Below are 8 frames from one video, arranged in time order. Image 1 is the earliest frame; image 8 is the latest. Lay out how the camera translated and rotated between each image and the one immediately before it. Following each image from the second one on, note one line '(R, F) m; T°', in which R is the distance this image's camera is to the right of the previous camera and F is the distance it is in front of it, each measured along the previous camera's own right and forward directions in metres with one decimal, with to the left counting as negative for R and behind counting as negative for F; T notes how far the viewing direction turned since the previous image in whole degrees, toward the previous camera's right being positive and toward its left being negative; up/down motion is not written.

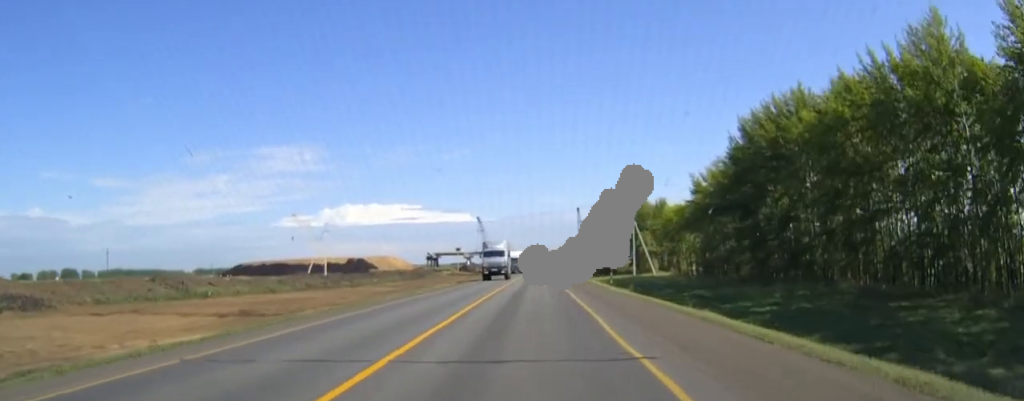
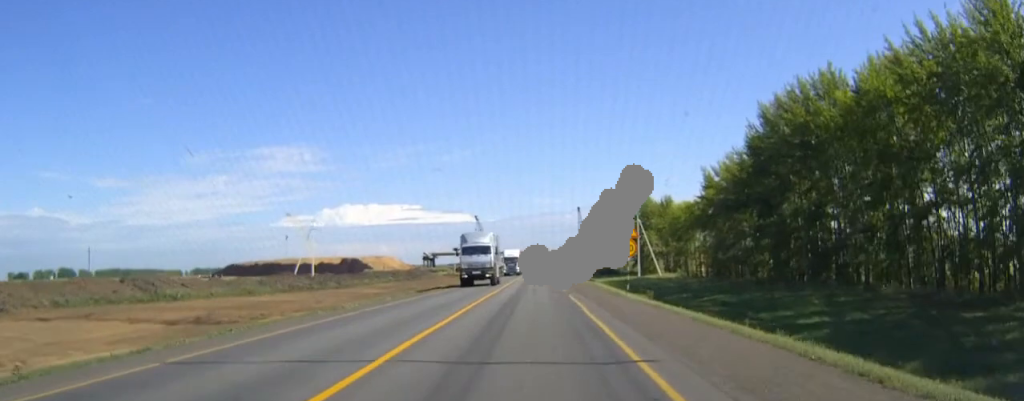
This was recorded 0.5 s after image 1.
(0.0, +9.2) m; 0°
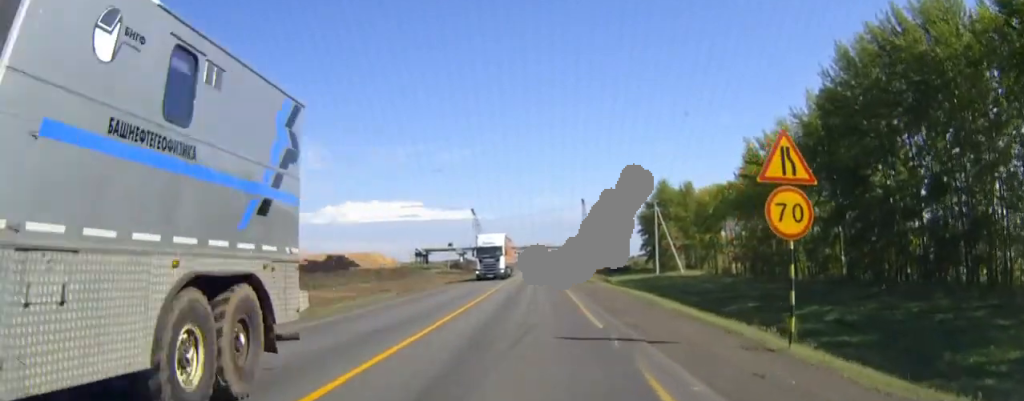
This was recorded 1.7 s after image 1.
(0.0, +23.8) m; 0°
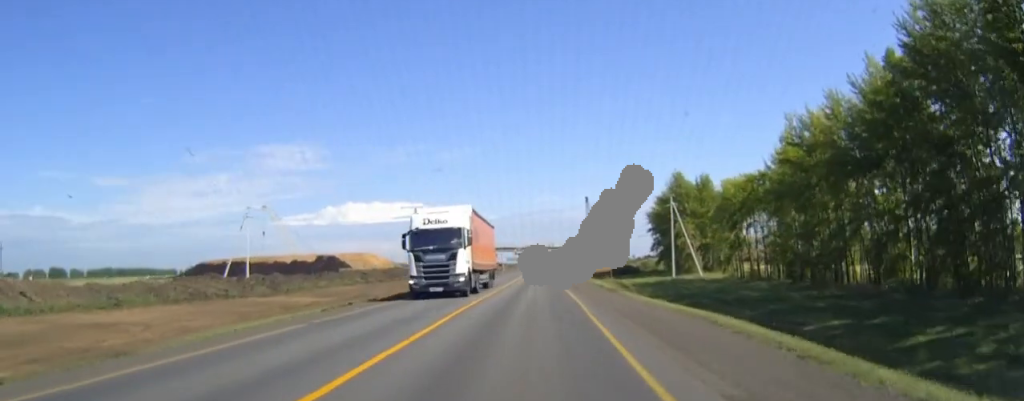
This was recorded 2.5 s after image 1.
(0.0, +15.3) m; 0°
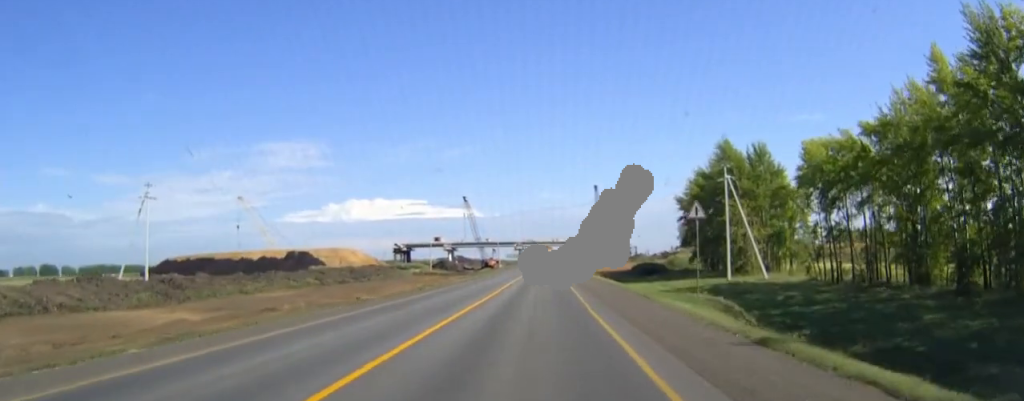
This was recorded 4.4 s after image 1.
(0.0, +35.8) m; 0°
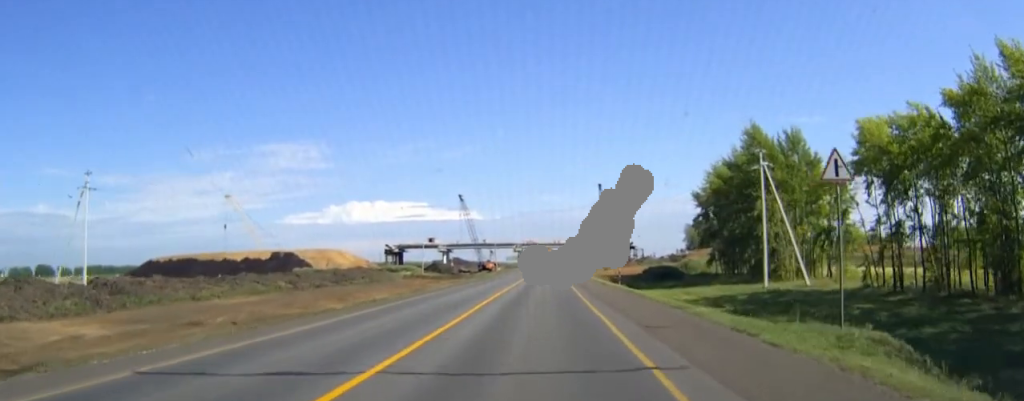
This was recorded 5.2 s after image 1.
(-0.1, +14.8) m; 0°
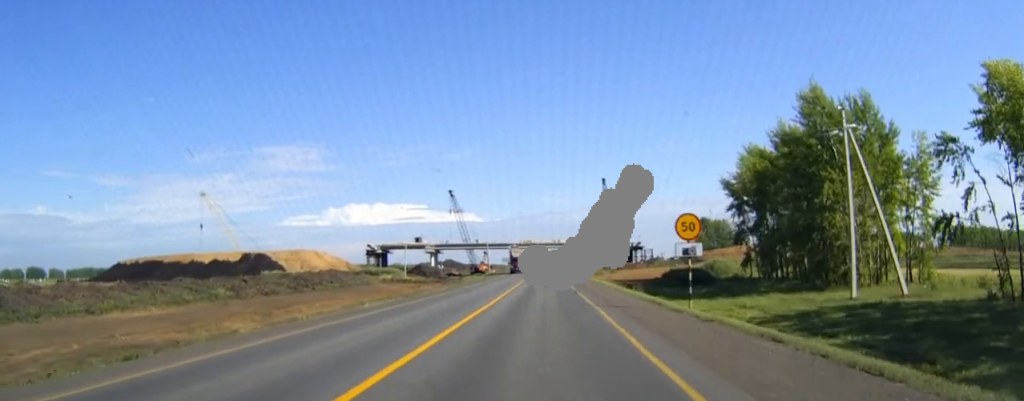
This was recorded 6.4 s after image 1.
(0.0, +22.5) m; 0°
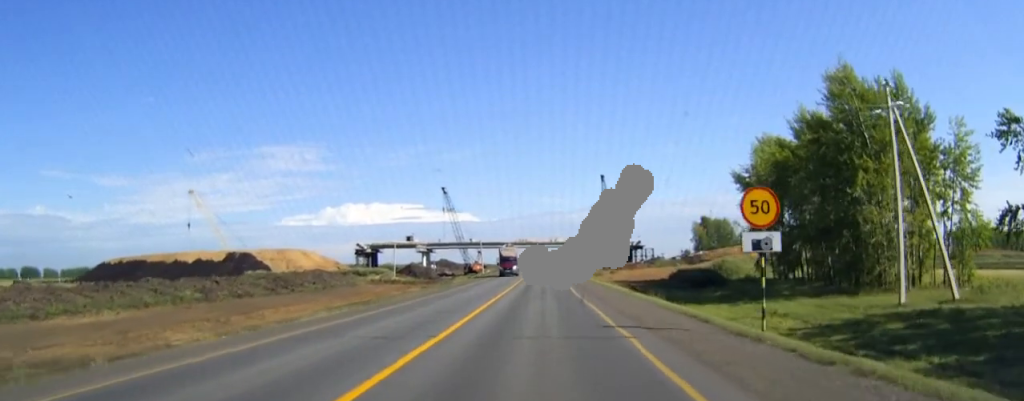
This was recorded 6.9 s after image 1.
(0.0, +8.4) m; 0°
